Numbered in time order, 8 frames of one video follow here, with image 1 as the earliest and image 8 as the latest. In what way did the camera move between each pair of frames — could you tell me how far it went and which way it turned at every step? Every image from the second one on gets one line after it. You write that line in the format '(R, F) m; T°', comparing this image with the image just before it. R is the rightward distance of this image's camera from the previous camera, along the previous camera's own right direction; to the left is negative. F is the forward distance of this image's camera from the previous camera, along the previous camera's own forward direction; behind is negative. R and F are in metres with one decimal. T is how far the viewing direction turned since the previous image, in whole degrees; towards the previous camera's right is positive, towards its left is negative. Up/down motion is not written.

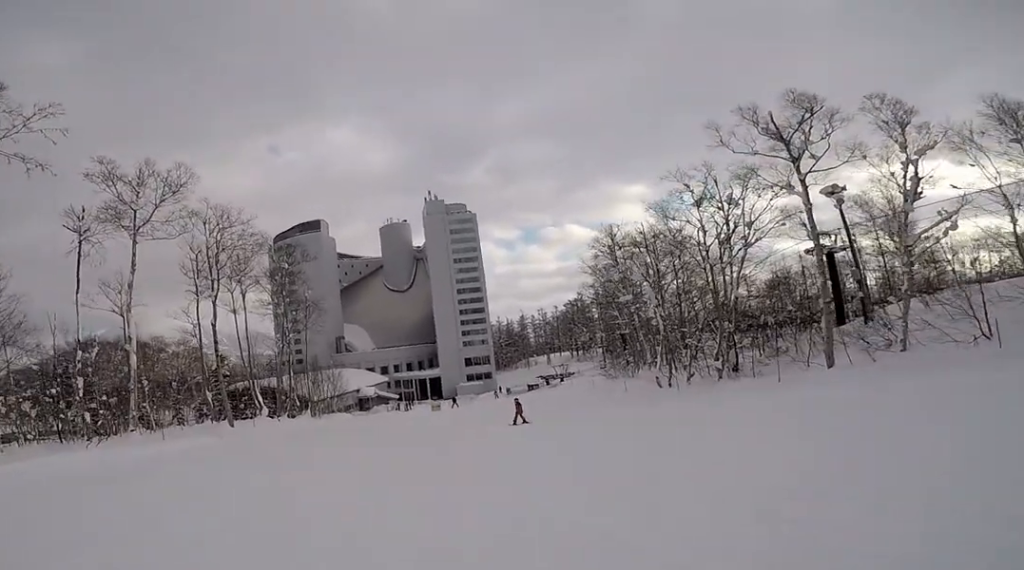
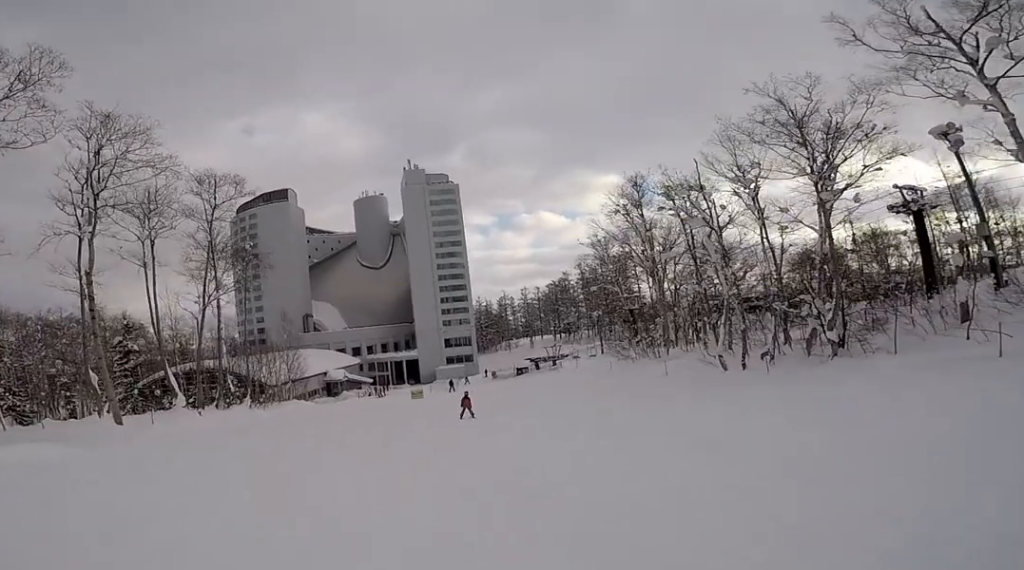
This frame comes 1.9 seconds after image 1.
(+1.0, +10.2) m; +11°
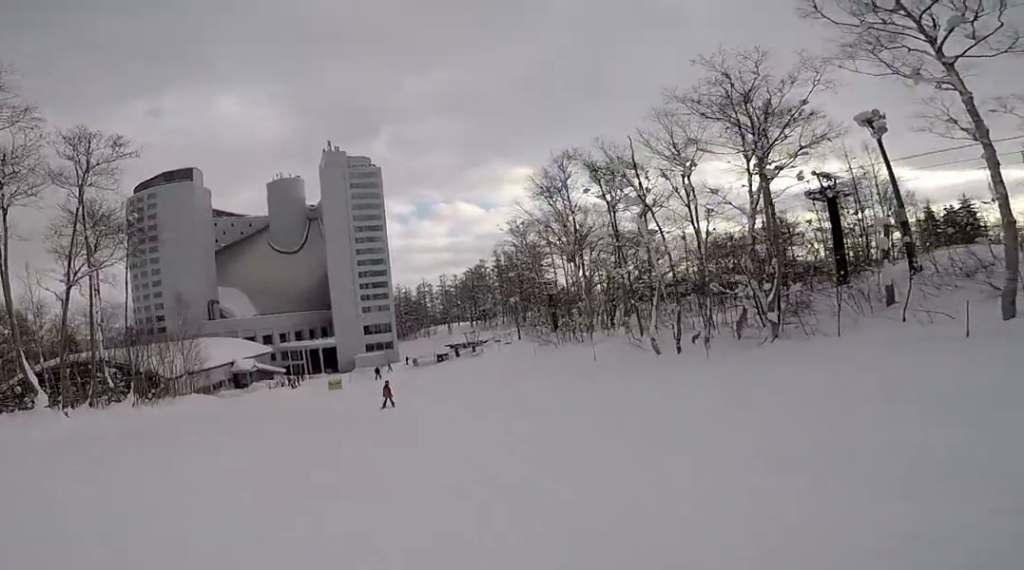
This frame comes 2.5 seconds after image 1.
(+0.2, +3.3) m; +2°
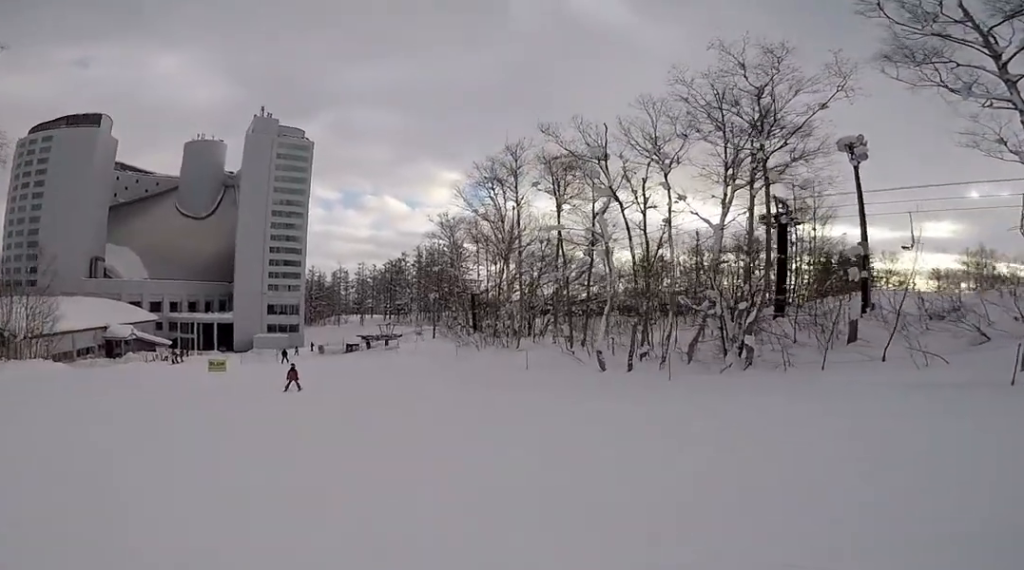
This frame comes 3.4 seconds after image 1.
(0.0, +5.2) m; 0°
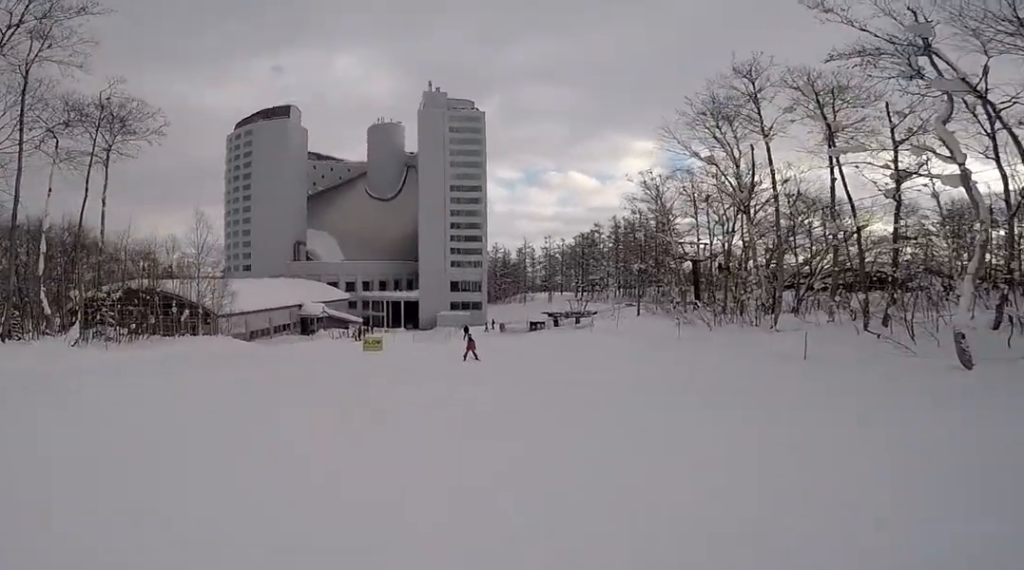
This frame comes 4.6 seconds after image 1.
(0.0, +7.0) m; -8°
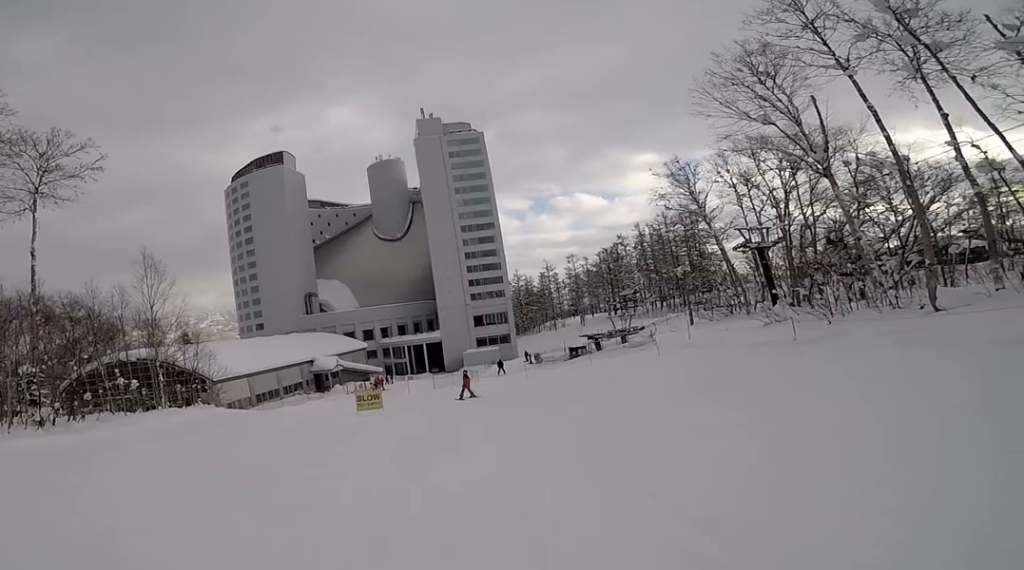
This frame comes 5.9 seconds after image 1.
(-0.7, +7.2) m; -3°
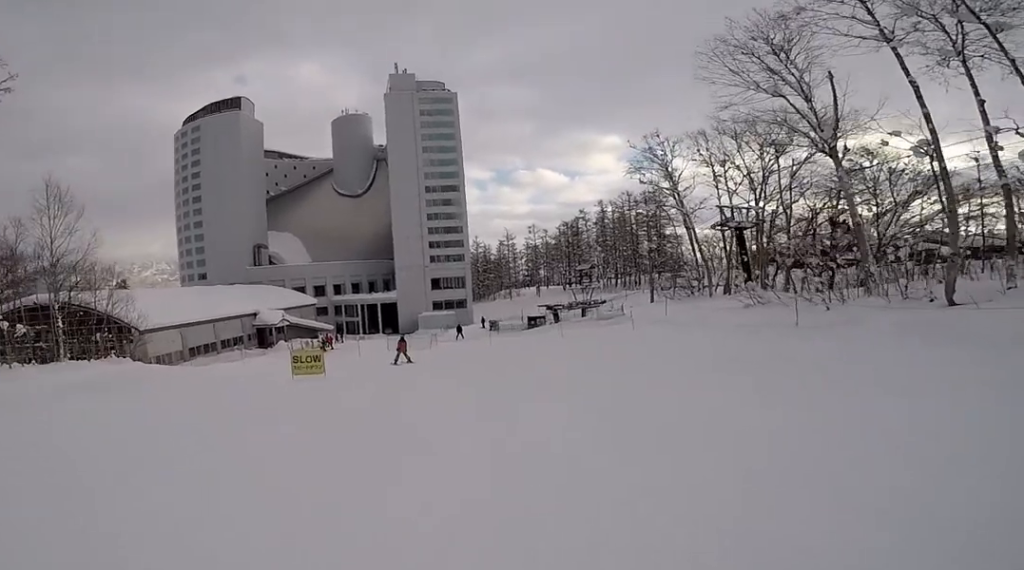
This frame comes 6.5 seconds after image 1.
(+0.3, +3.1) m; 0°
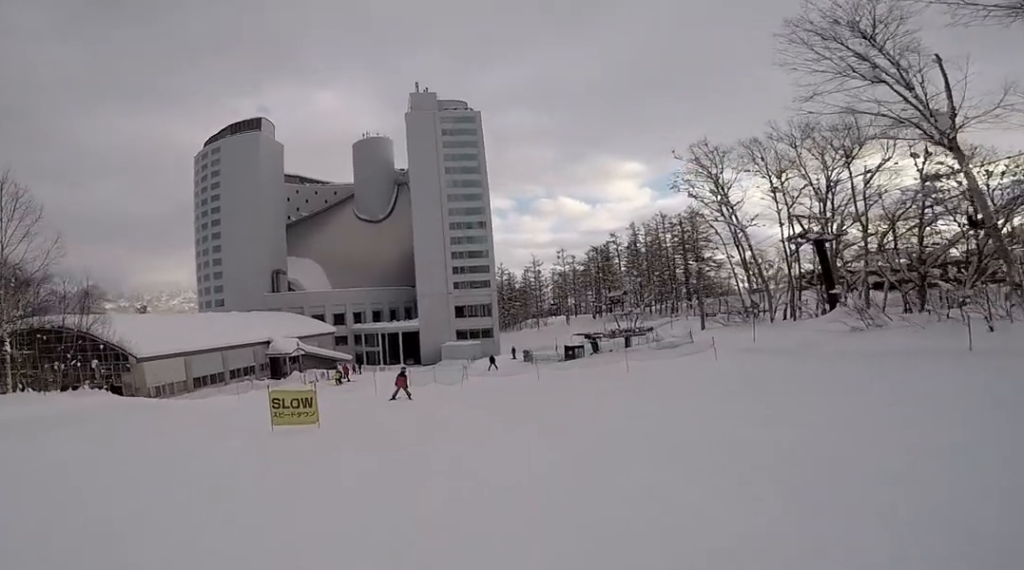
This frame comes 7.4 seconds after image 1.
(-0.3, +4.7) m; +2°
